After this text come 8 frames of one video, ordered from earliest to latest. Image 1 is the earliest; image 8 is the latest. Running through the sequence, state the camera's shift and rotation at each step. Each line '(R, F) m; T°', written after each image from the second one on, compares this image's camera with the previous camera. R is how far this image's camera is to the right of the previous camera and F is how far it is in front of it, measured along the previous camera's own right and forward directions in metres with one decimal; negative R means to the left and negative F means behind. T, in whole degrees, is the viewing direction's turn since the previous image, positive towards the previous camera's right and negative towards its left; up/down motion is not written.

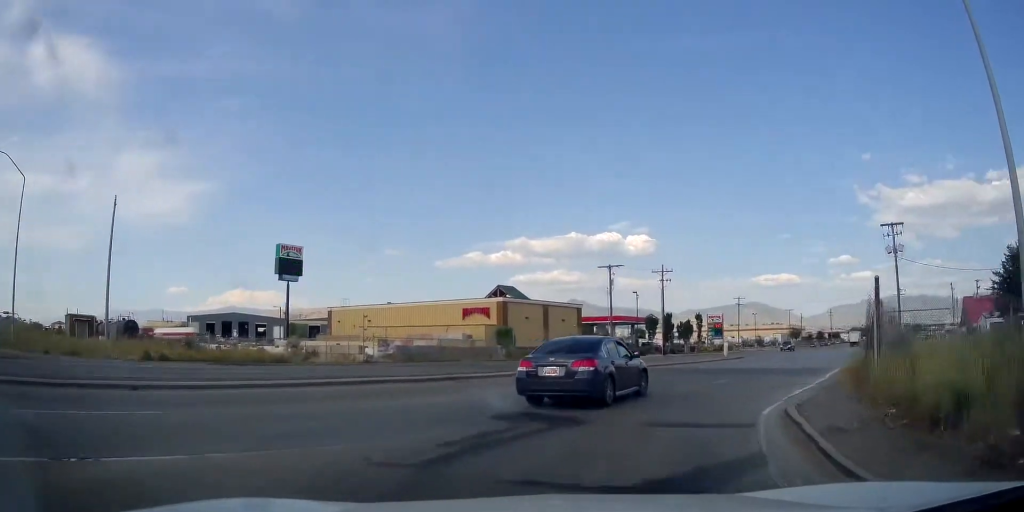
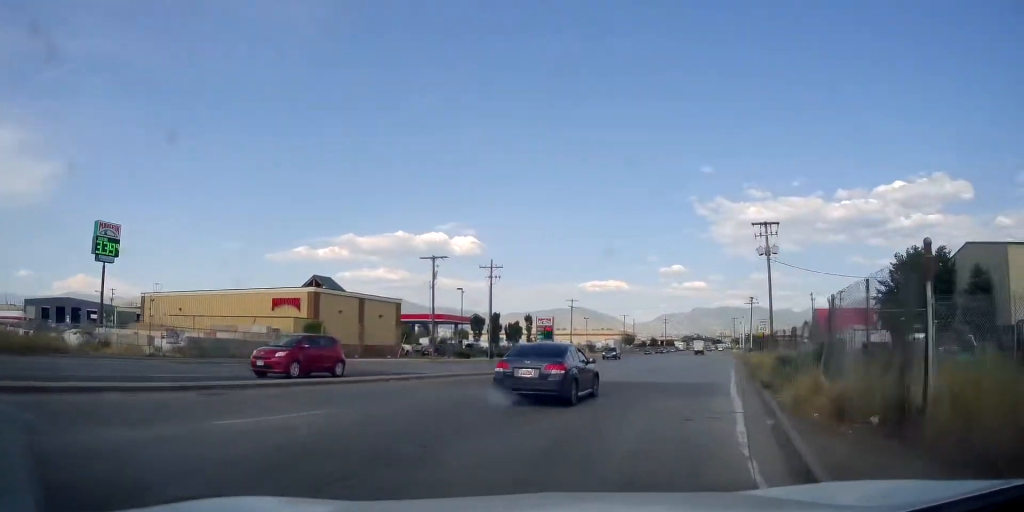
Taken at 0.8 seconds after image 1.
(+0.3, +4.3) m; +16°
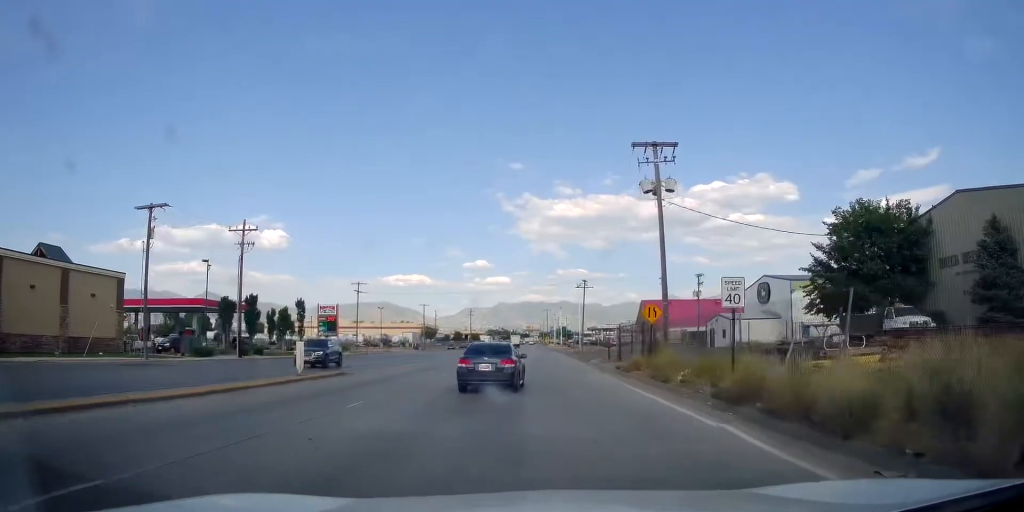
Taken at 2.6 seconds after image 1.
(+4.1, +10.8) m; +31°
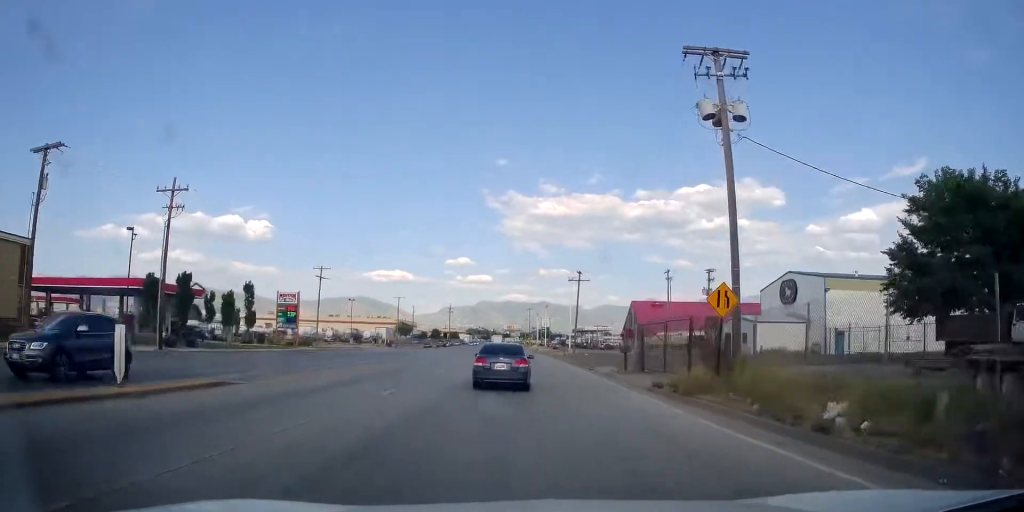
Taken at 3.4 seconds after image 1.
(+0.4, +6.6) m; +6°
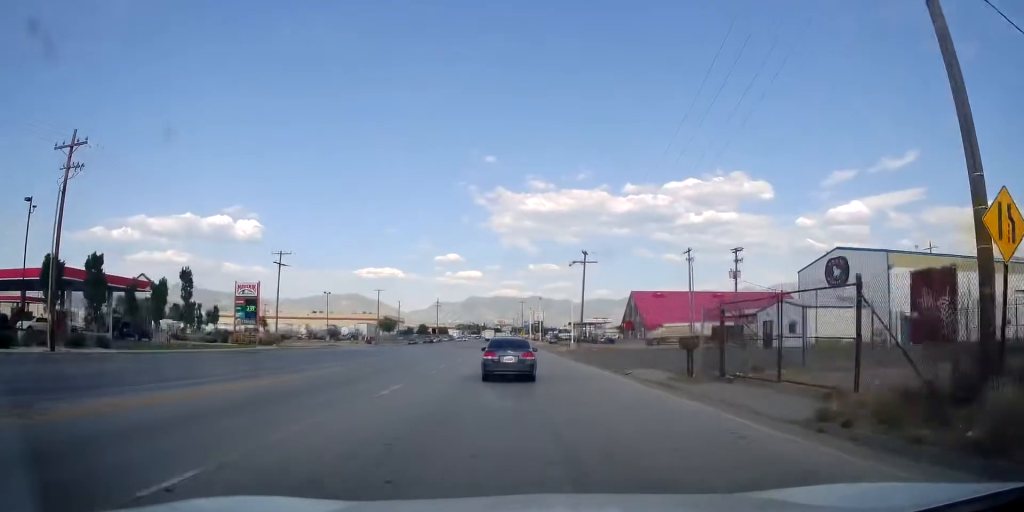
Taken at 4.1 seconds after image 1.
(+0.3, +7.6) m; +5°
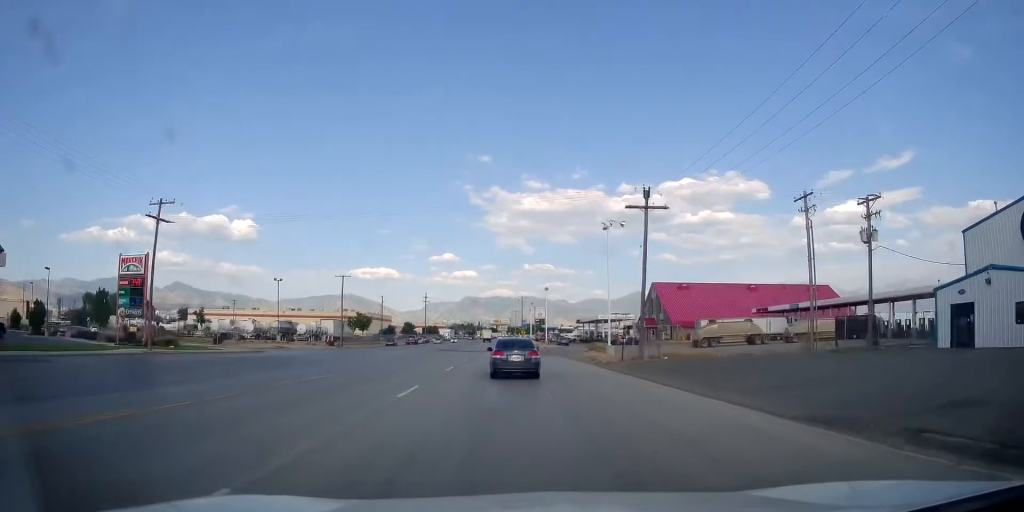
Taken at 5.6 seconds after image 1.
(+0.8, +18.4) m; +2°
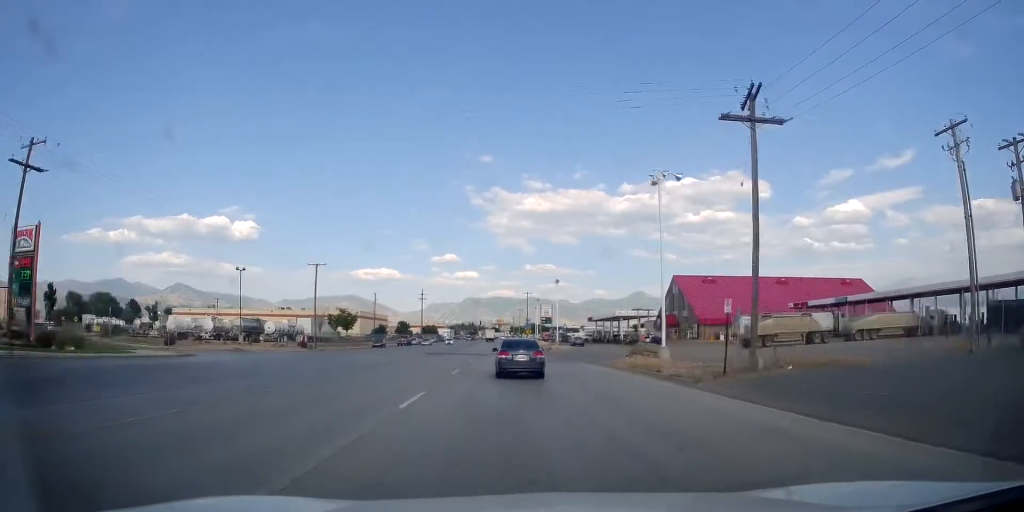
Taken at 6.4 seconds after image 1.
(0.0, +11.2) m; 0°
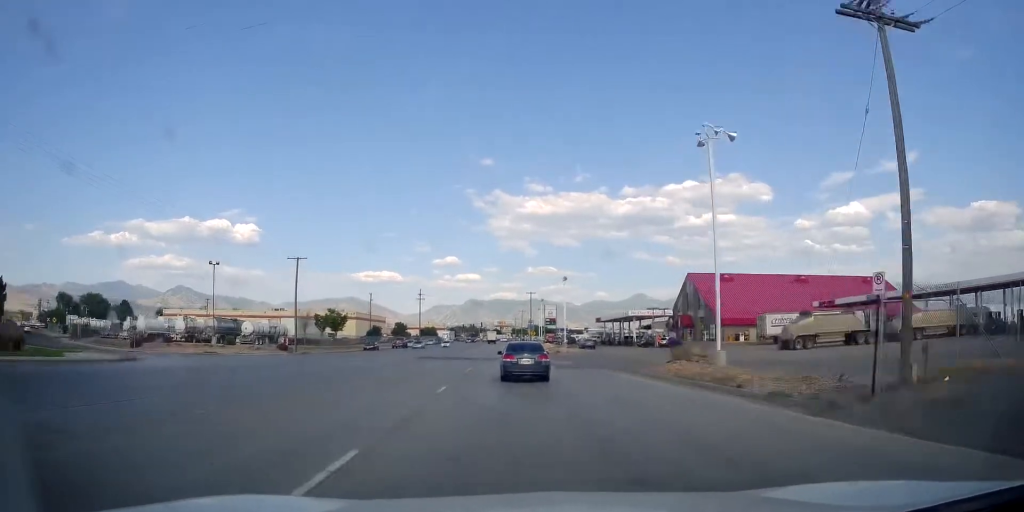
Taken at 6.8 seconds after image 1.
(0.0, +6.2) m; 0°
